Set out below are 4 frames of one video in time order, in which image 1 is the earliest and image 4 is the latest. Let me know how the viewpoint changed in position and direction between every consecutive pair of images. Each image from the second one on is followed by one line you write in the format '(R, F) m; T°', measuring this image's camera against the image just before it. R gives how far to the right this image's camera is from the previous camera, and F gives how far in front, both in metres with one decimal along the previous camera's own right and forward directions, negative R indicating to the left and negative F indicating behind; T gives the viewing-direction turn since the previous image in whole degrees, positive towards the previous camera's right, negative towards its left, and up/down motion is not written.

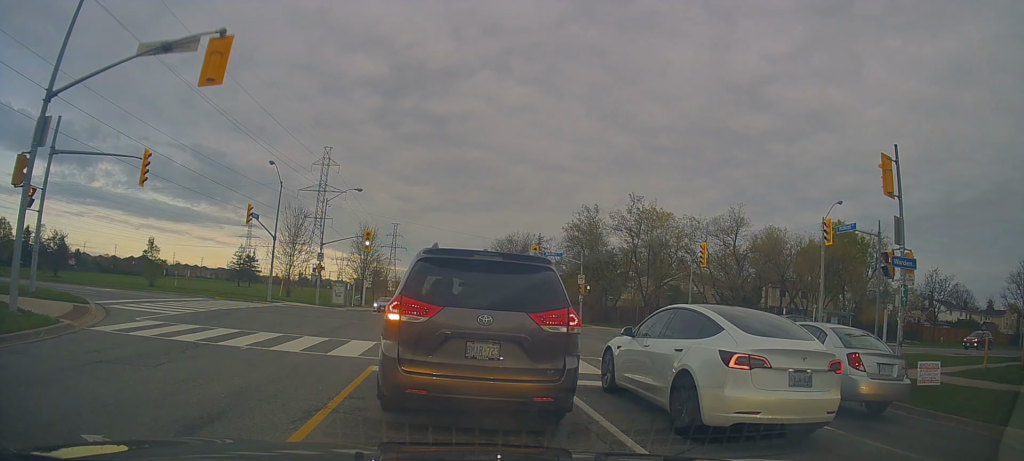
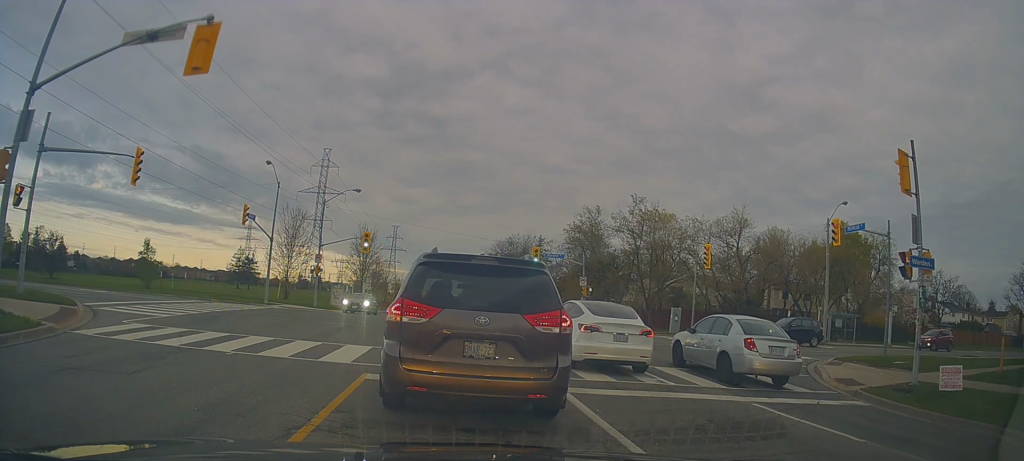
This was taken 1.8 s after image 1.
(0.0, +0.3) m; 0°
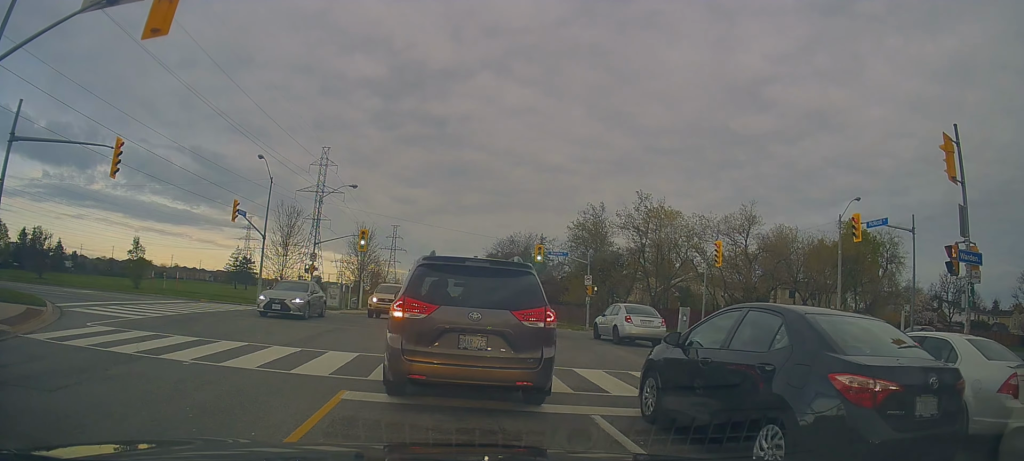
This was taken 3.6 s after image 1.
(-0.2, +1.2) m; 0°
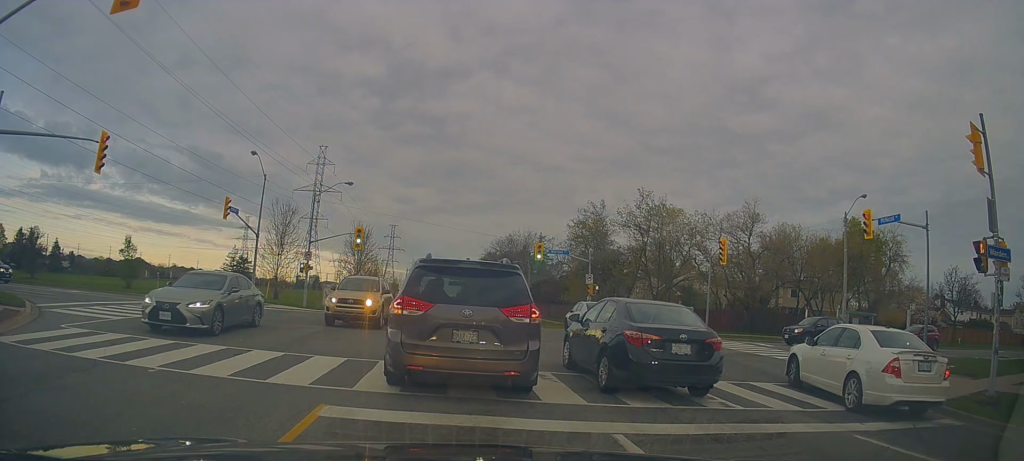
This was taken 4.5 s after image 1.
(-0.8, +0.3) m; 0°
